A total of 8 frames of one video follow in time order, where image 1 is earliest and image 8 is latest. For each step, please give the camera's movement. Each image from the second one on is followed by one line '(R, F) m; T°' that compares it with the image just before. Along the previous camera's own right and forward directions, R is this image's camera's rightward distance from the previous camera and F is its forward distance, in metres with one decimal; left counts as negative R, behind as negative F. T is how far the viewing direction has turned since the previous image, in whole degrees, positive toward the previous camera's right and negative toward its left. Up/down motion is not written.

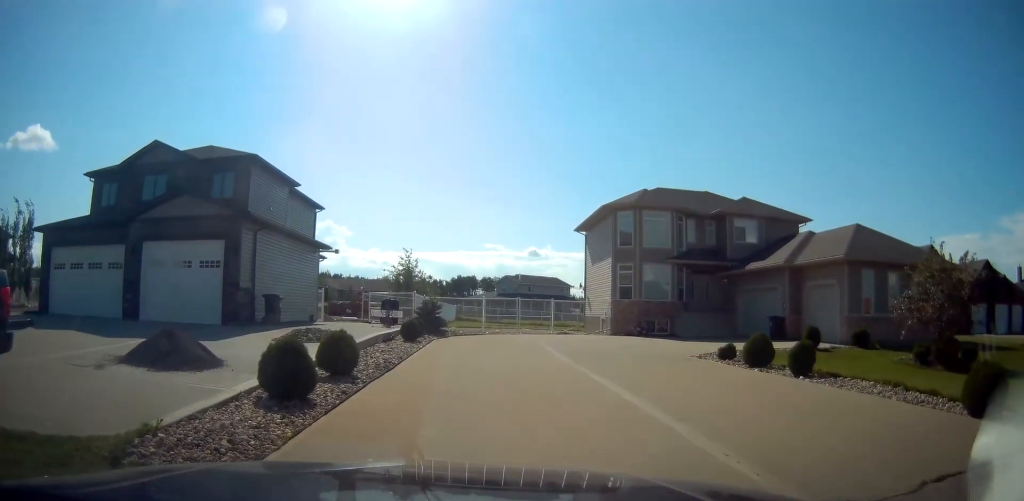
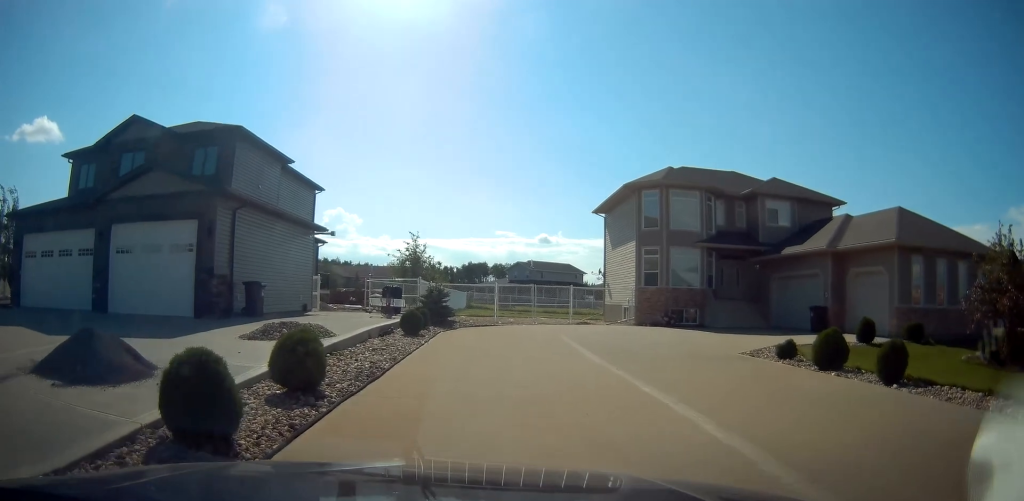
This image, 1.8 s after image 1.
(-0.3, +2.5) m; -2°
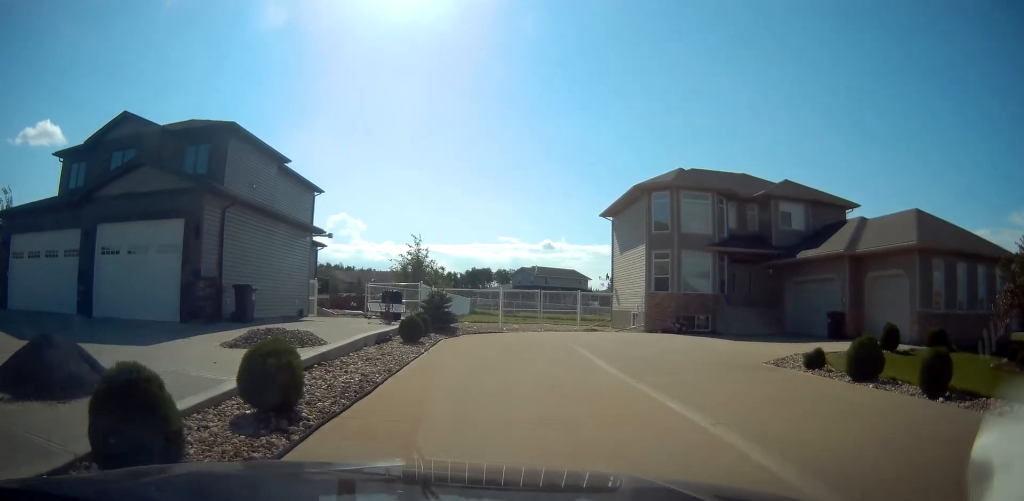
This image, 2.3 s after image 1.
(+0.1, +0.8) m; 0°
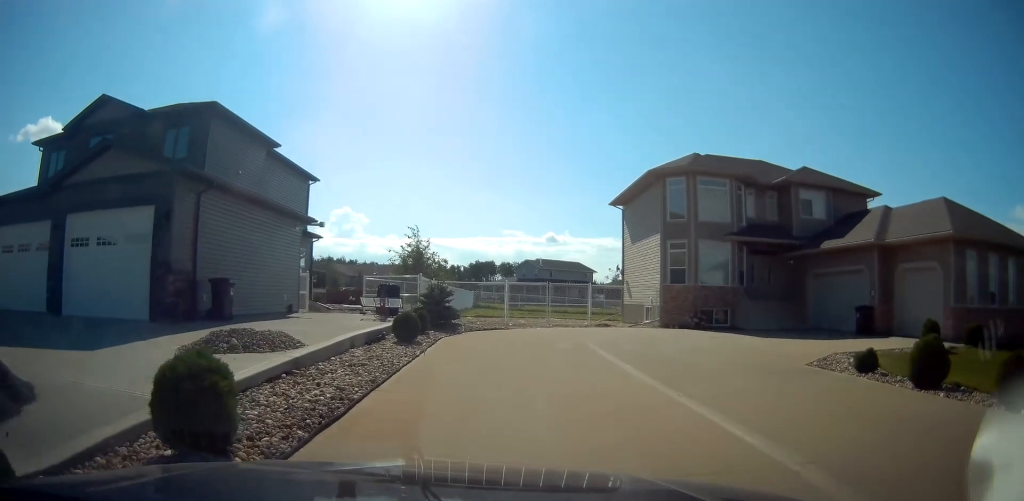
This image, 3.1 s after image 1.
(-0.2, +1.5) m; -1°
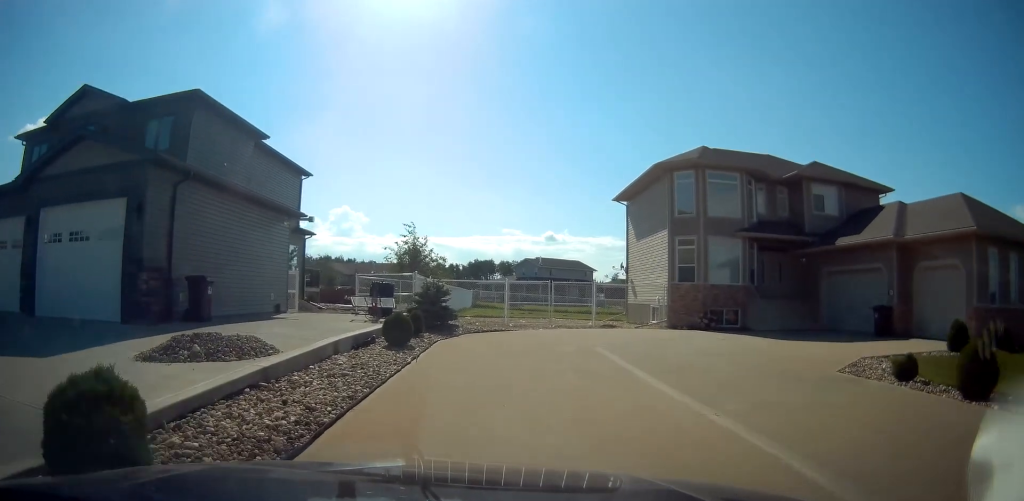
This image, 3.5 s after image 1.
(0.0, +1.1) m; 0°
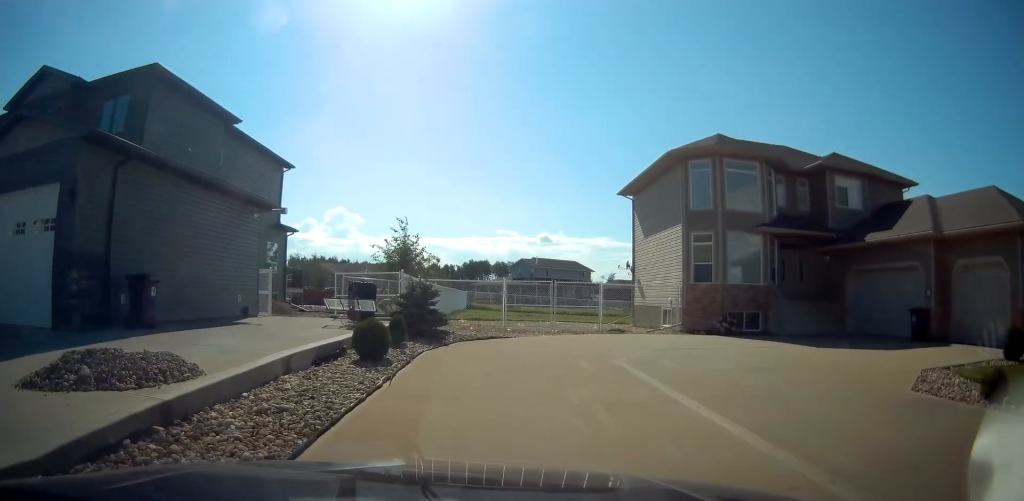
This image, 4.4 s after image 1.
(+0.1, +2.4) m; +1°
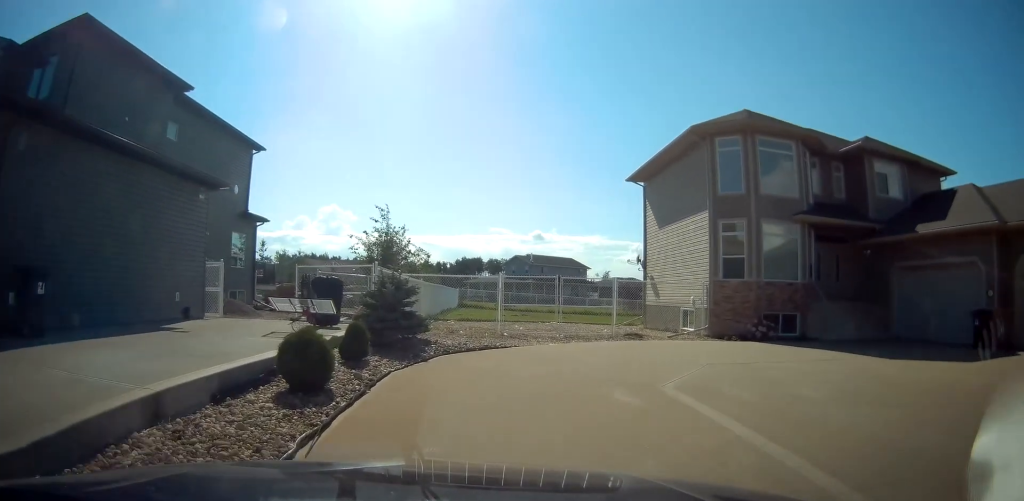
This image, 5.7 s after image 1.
(-0.1, +3.6) m; 0°
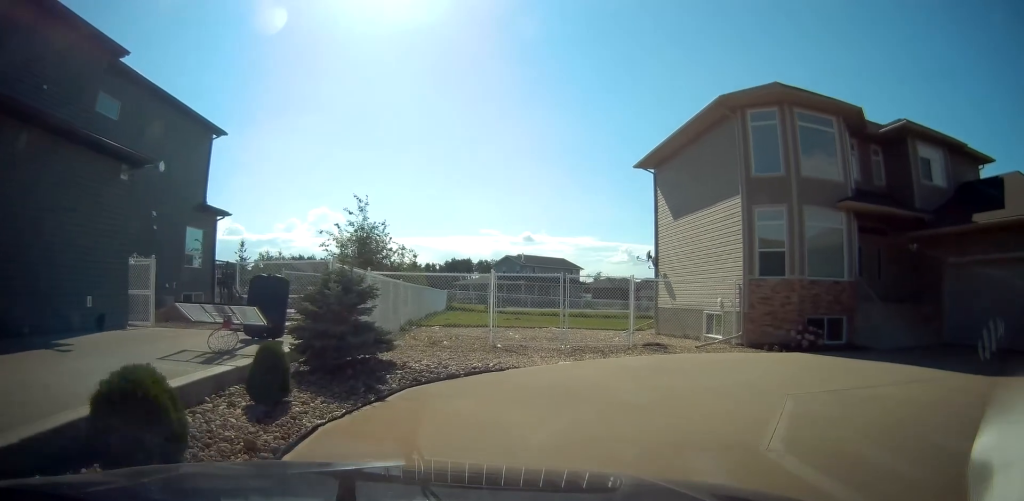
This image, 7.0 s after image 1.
(0.0, +3.7) m; 0°
